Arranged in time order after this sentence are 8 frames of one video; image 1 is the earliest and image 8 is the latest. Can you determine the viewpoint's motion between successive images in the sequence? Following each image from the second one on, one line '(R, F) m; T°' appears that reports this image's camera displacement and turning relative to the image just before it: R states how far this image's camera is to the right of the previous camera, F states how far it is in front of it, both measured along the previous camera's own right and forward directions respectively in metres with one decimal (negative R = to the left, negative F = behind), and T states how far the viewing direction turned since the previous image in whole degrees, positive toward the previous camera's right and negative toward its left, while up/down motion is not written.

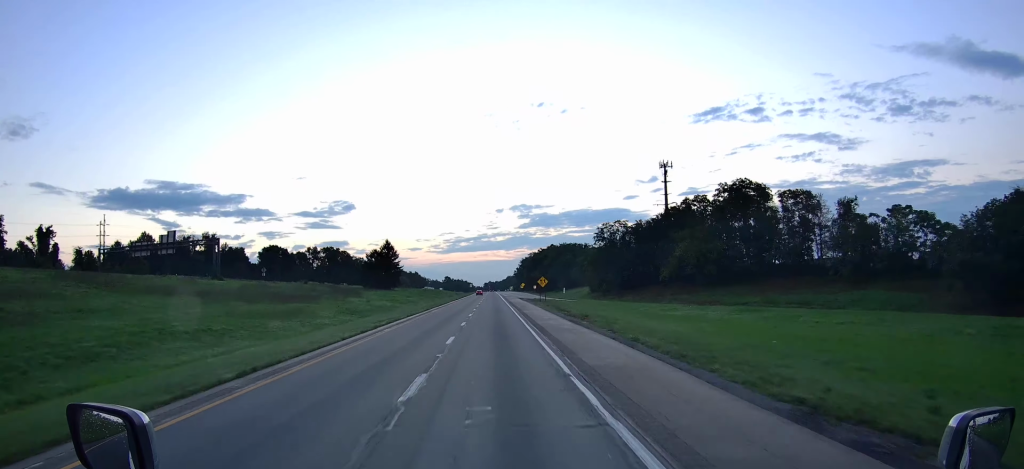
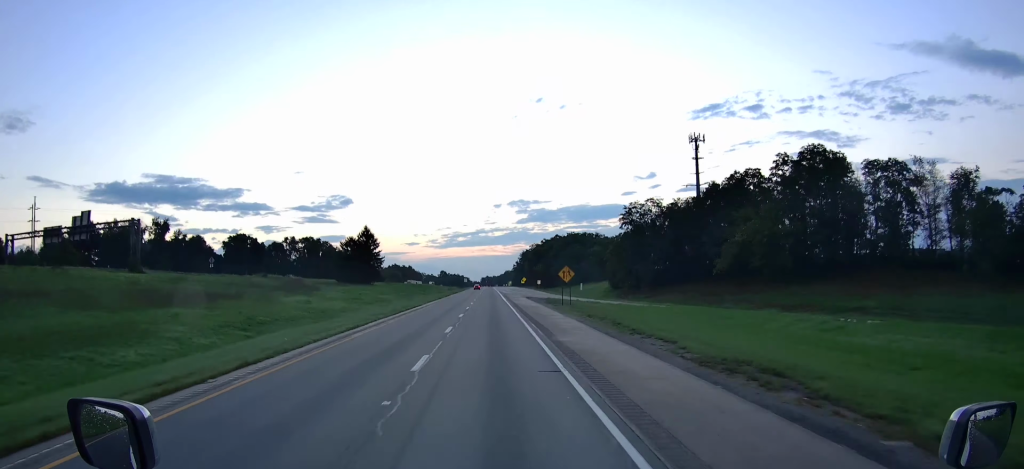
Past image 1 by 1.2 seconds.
(+0.1, +33.6) m; 0°
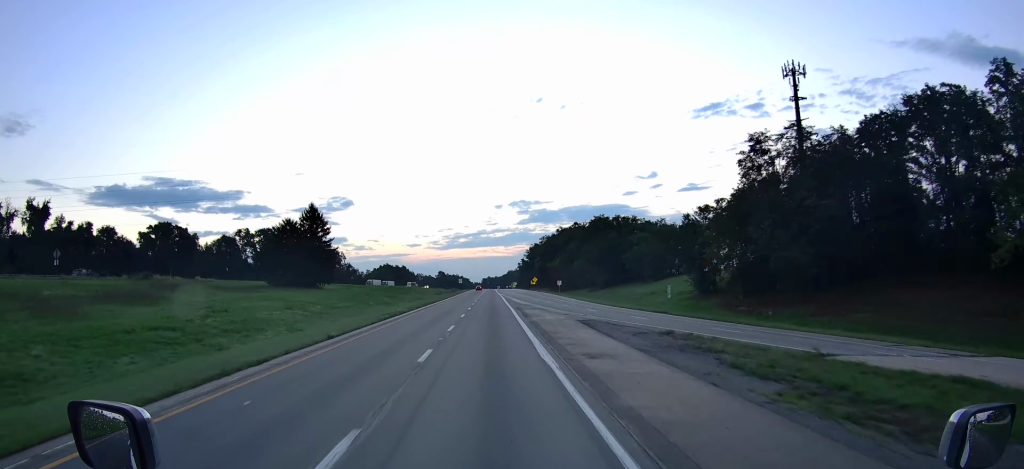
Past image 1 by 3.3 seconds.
(-0.2, +58.9) m; 0°
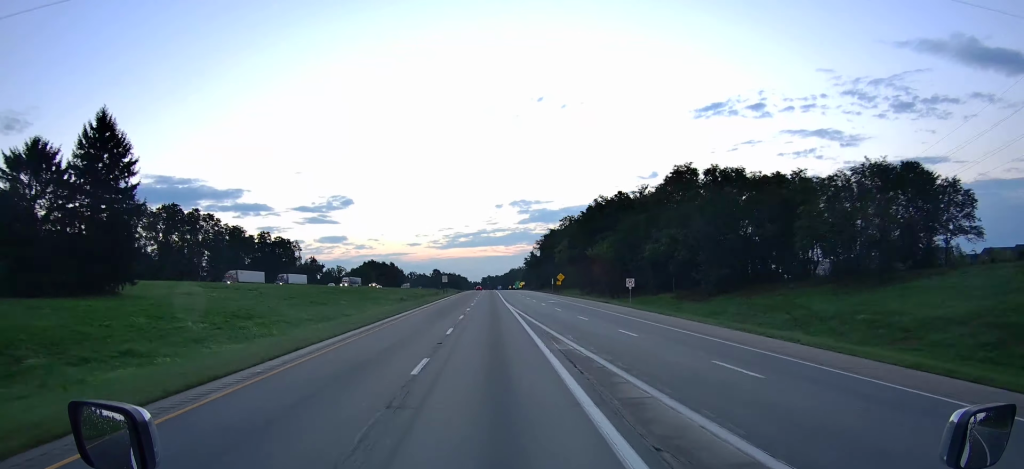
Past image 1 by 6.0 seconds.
(0.0, +75.7) m; 0°
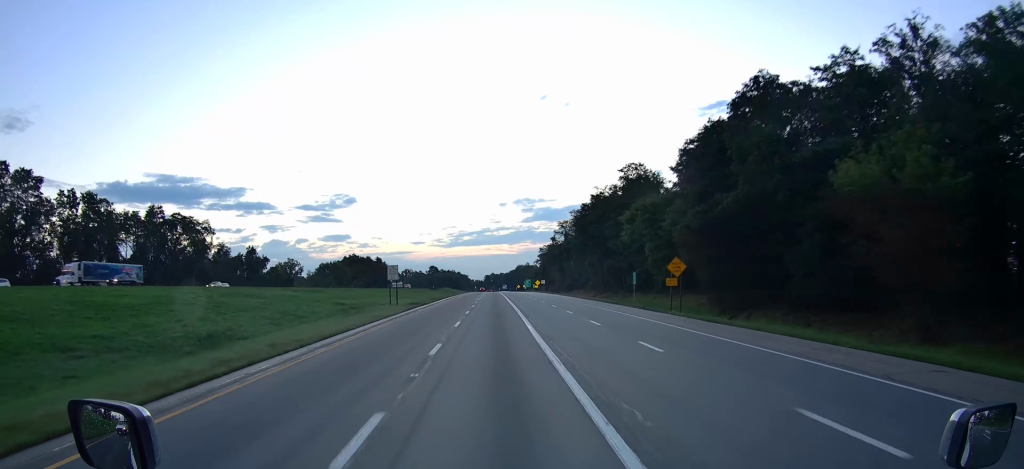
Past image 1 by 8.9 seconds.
(-0.1, +81.3) m; 0°
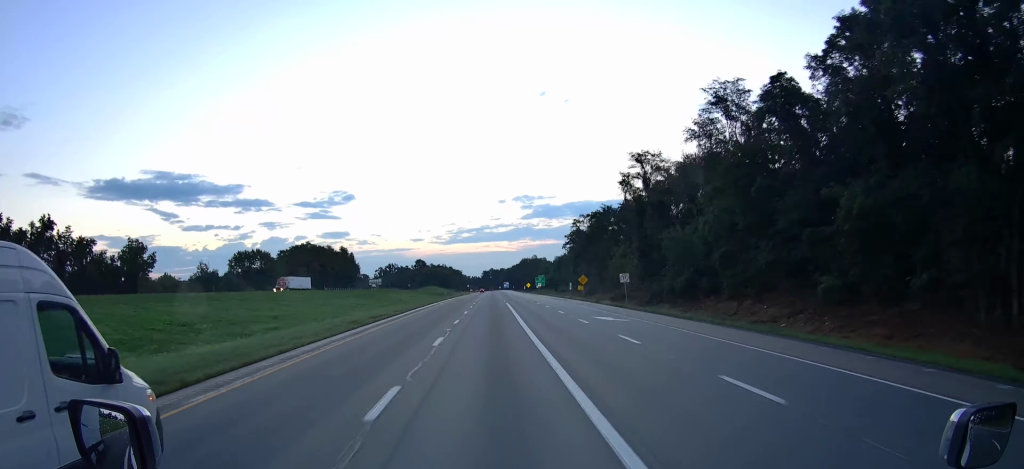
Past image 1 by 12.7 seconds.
(+0.1, +106.9) m; 0°
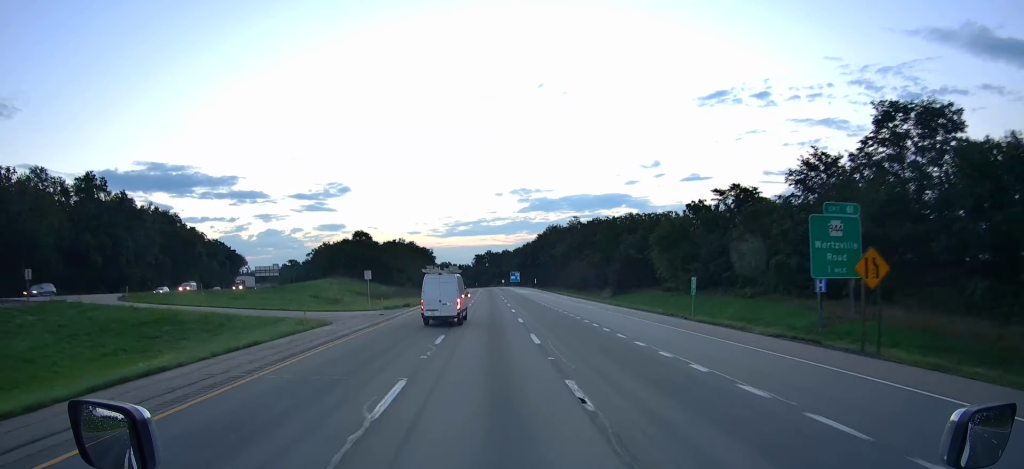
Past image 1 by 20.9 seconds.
(+0.1, +231.8) m; 0°
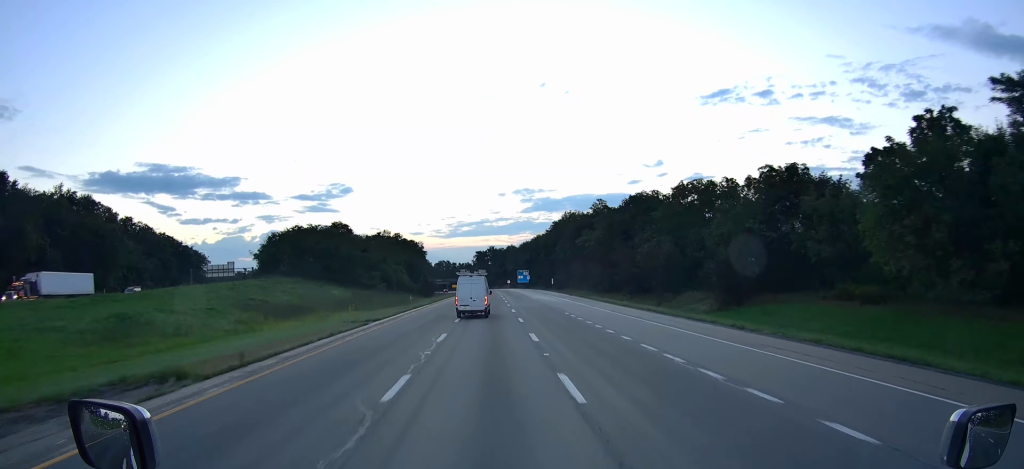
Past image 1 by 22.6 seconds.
(0.0, +48.2) m; 0°
